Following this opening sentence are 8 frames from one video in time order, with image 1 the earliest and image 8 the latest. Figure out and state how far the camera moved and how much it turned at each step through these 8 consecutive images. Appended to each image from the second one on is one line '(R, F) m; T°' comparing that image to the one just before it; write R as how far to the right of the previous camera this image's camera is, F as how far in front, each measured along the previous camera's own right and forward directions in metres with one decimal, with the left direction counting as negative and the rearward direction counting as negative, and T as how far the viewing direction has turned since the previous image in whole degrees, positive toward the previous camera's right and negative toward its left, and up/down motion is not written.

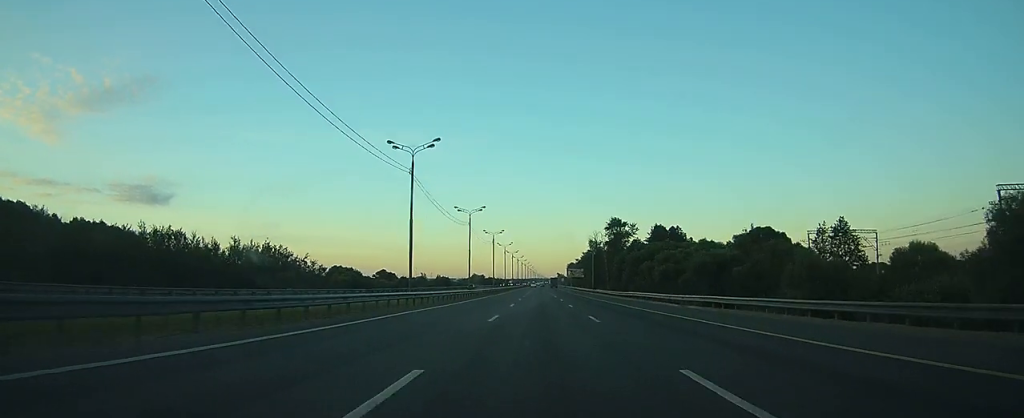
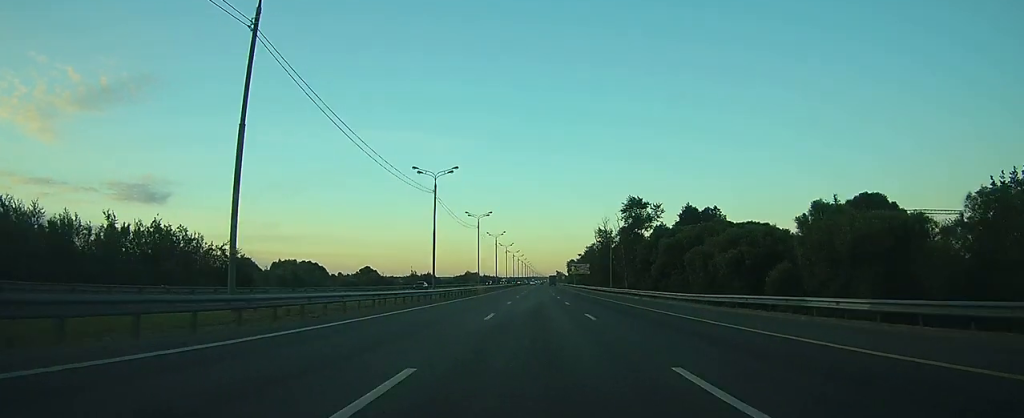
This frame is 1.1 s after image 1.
(+0.1, +31.9) m; 0°
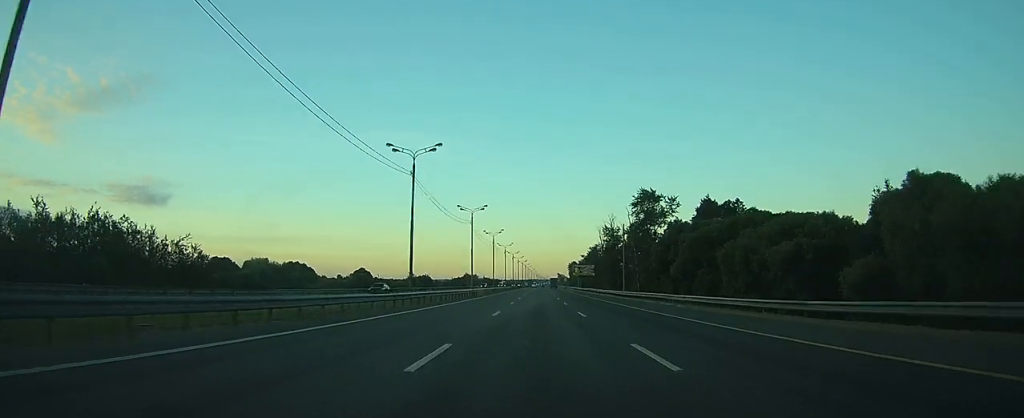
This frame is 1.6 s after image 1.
(0.0, +12.2) m; 0°
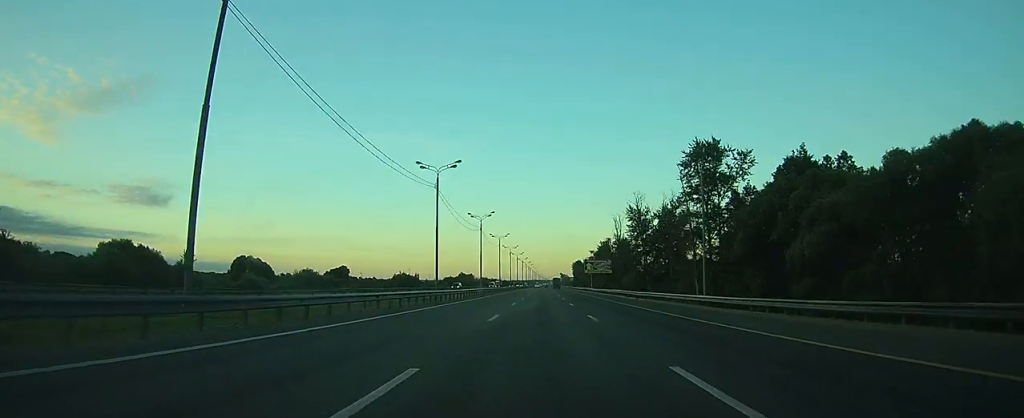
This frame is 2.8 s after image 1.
(0.0, +35.7) m; 0°
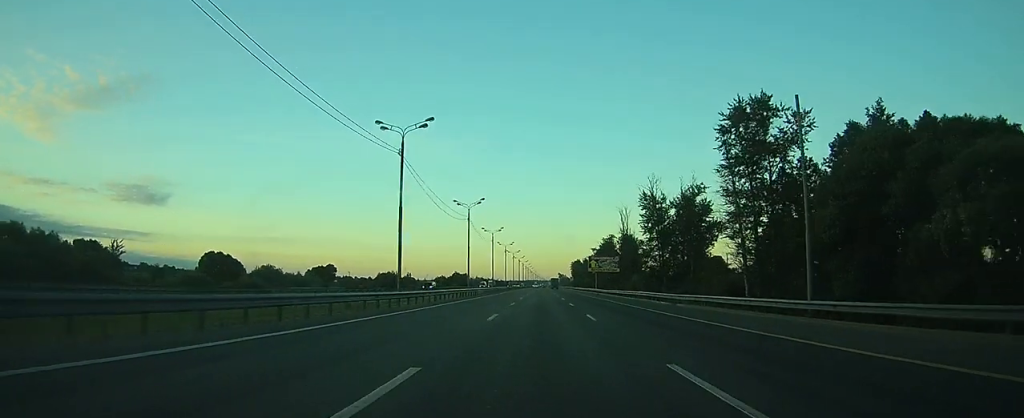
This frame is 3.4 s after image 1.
(-0.1, +16.0) m; 0°
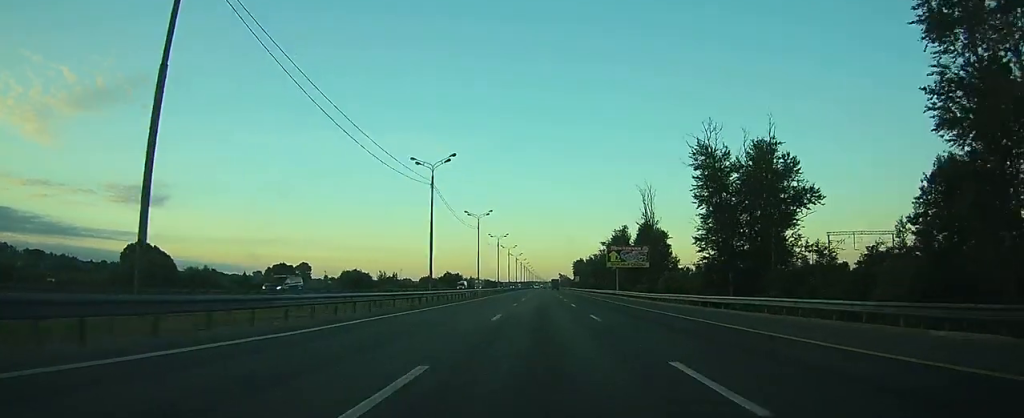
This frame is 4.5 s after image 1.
(0.0, +31.9) m; 0°
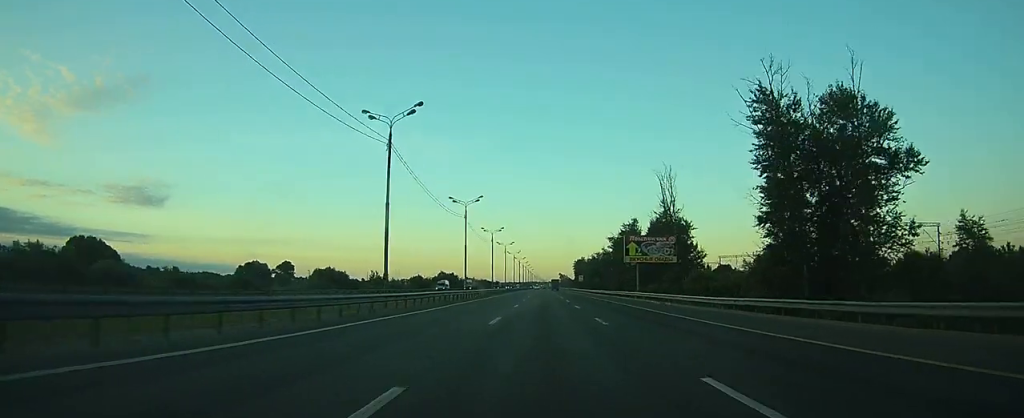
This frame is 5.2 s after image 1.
(+0.1, +17.7) m; 0°
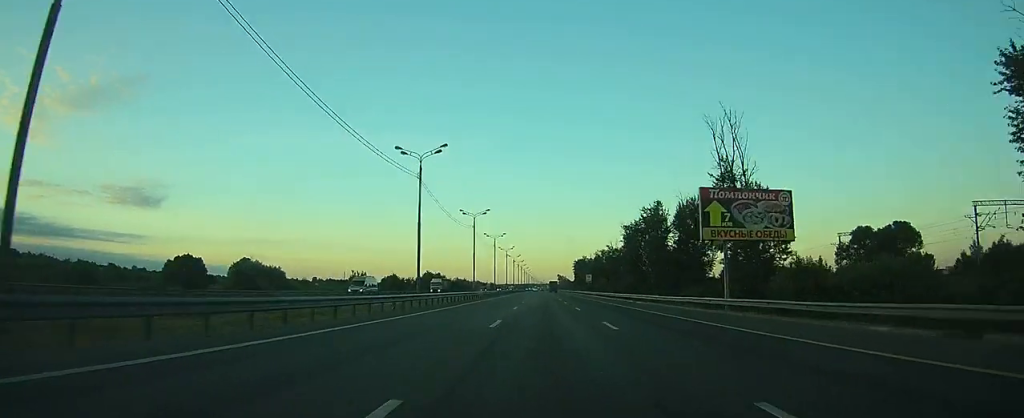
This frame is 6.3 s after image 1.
(-0.1, +32.5) m; 0°
